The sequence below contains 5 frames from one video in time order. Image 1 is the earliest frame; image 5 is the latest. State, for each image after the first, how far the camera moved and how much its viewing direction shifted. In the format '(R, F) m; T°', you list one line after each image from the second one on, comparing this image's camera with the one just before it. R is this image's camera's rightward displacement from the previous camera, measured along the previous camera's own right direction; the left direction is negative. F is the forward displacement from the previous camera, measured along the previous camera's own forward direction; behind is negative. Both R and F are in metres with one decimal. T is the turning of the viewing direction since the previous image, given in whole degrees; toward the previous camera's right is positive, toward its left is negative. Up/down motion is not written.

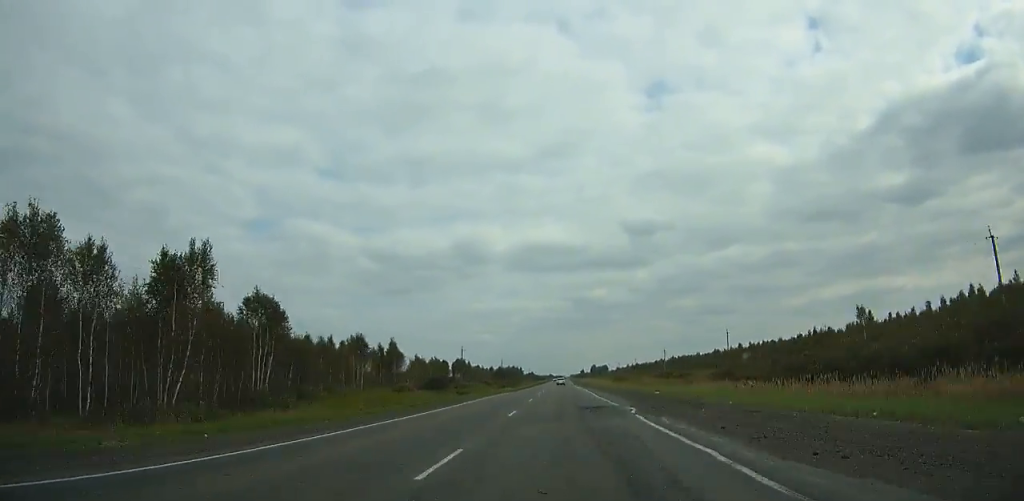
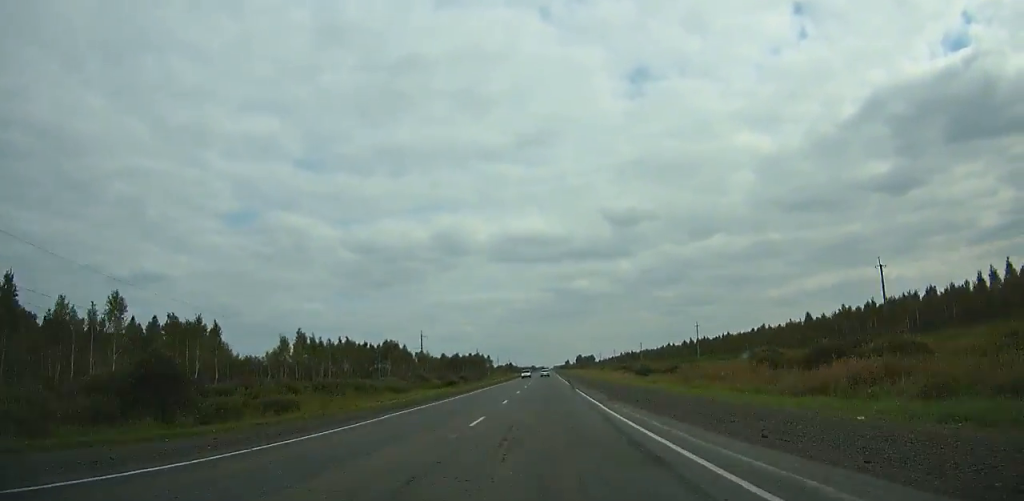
(+0.1, +65.0) m; 0°
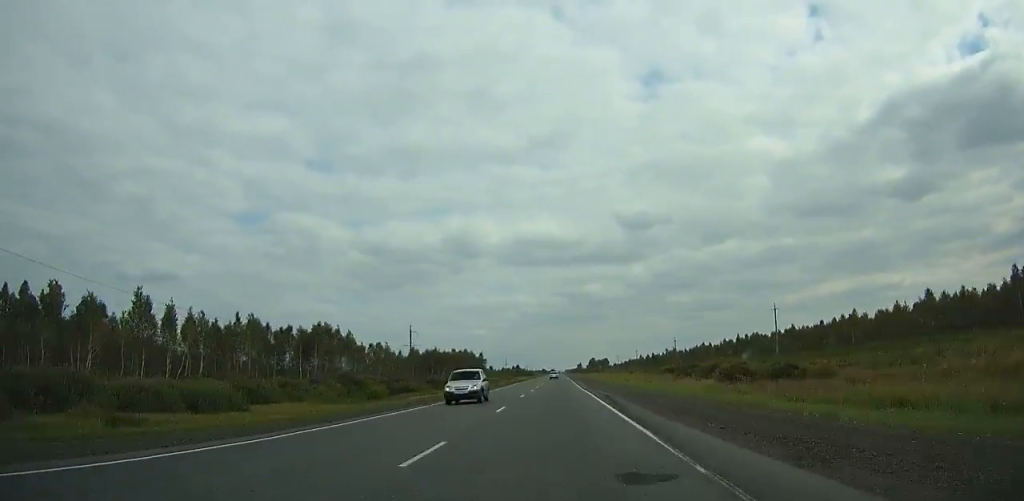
(0.0, +41.4) m; 0°
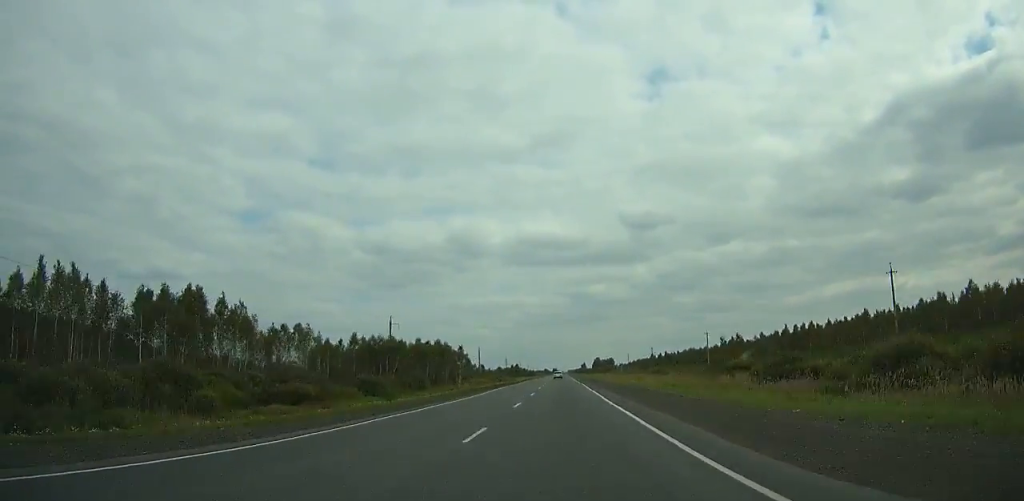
(0.0, +32.8) m; 0°
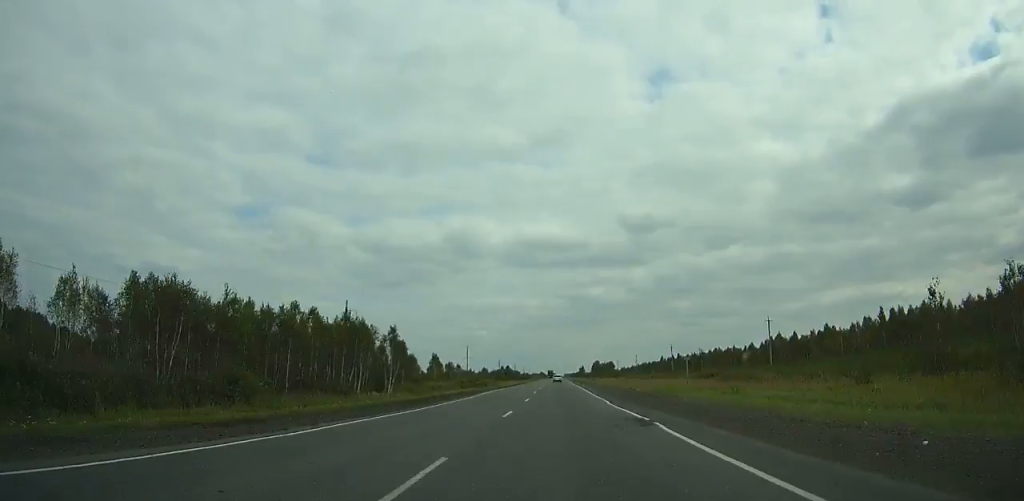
(-0.1, +41.7) m; 0°
